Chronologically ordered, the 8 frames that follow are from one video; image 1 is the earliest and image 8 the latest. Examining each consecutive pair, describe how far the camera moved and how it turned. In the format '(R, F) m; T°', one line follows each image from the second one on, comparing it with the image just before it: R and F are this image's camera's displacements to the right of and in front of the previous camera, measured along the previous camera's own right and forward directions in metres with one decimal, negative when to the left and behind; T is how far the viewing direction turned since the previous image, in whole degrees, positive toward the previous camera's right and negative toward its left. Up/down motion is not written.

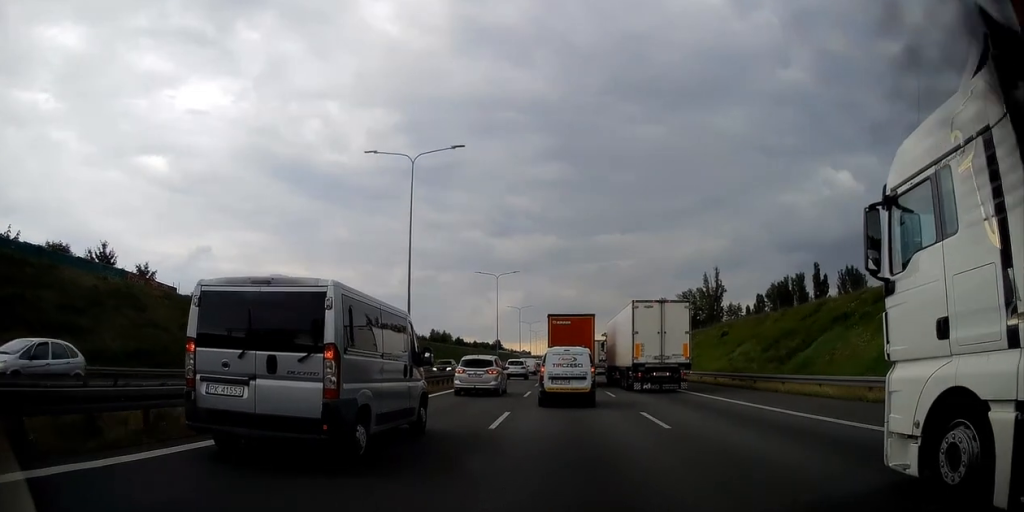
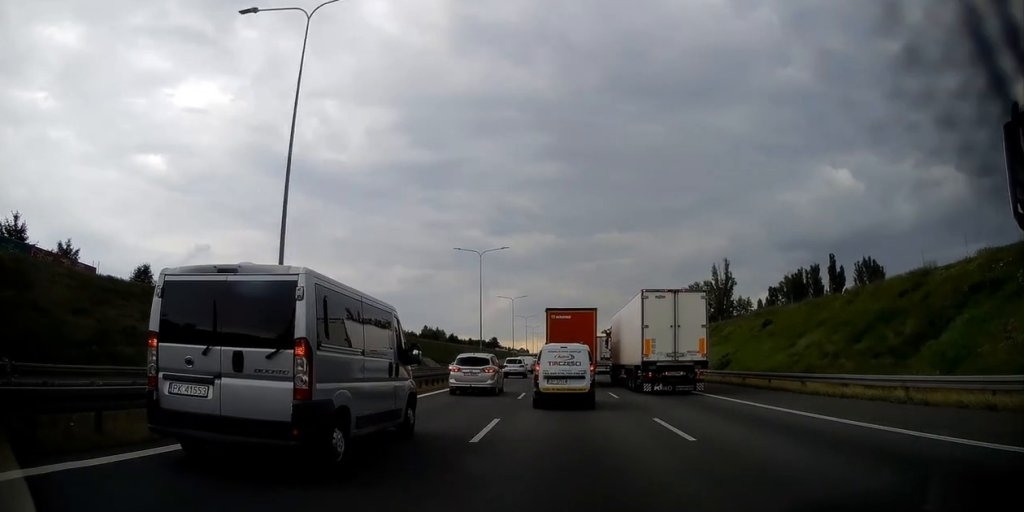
(+0.3, +15.1) m; +1°
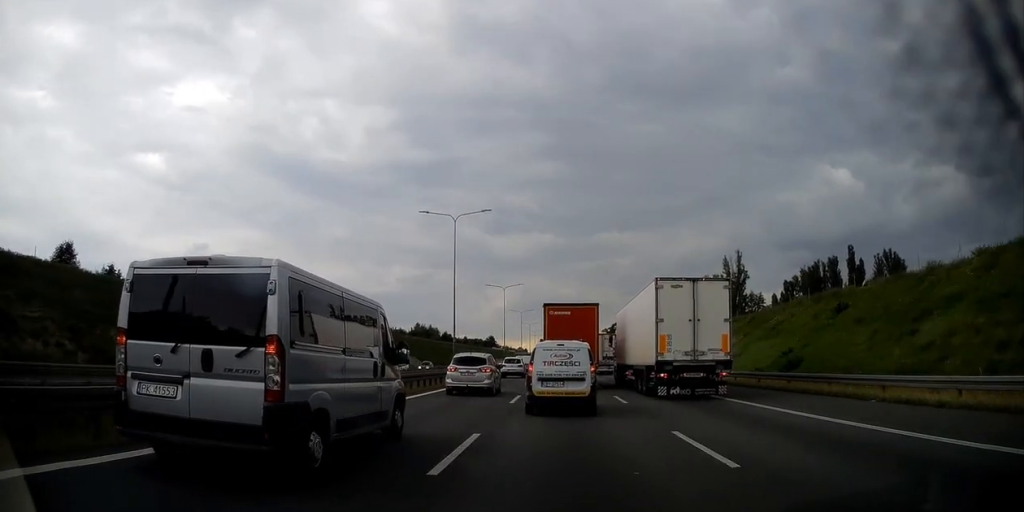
(-0.2, +16.7) m; -1°
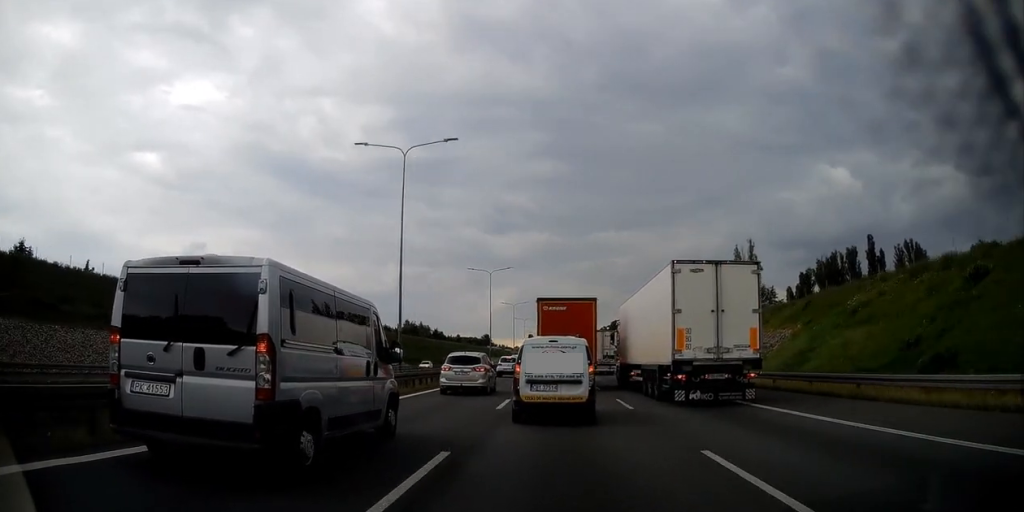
(+0.1, +14.4) m; 0°
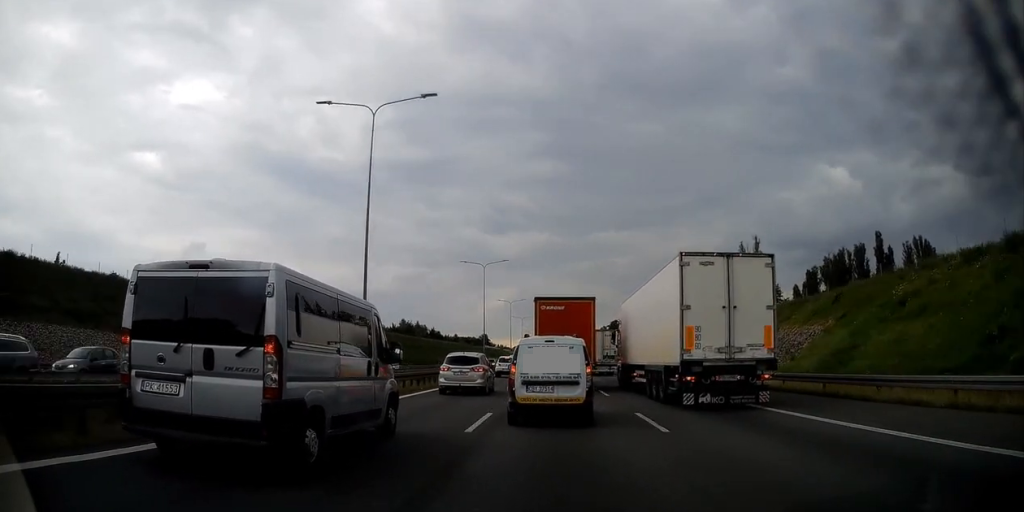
(+0.1, +5.4) m; -1°
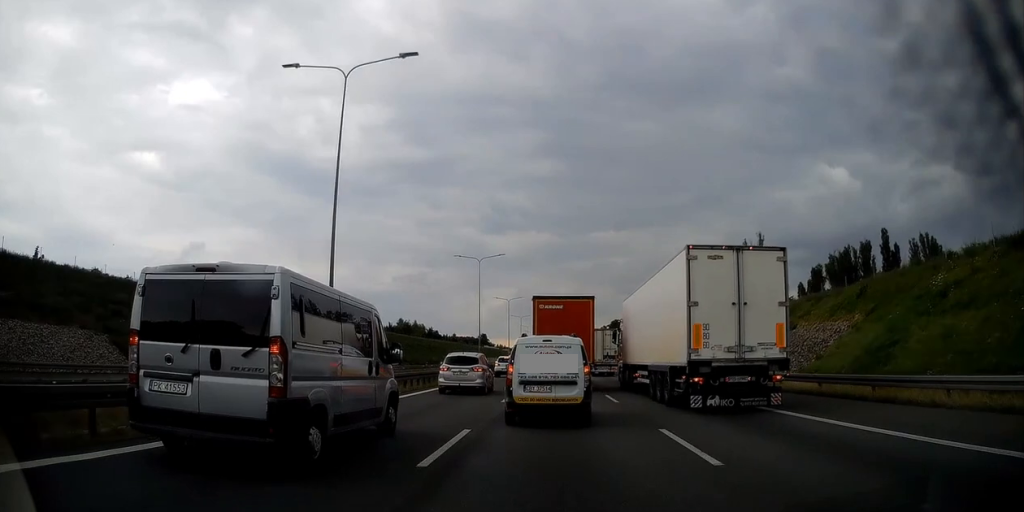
(-0.1, +3.9) m; -1°
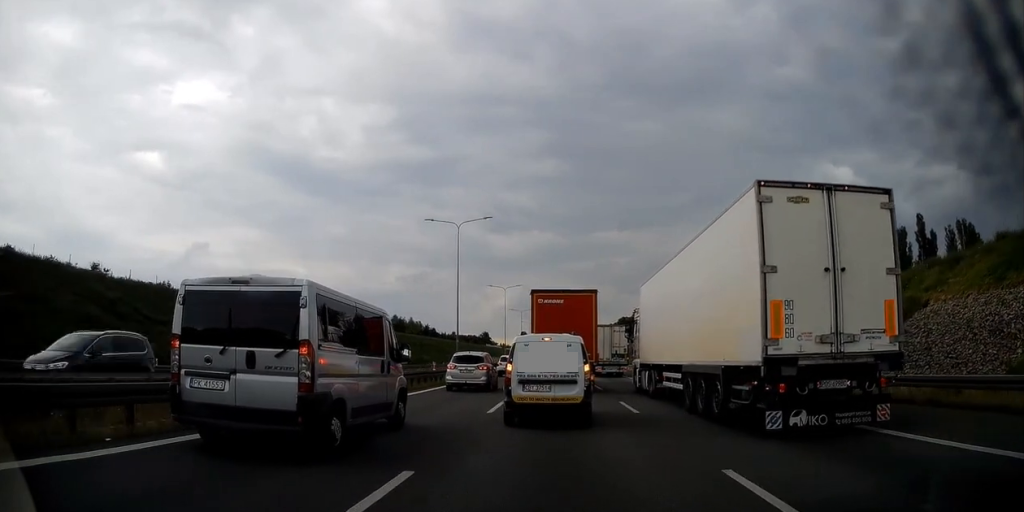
(-0.1, +18.9) m; +2°
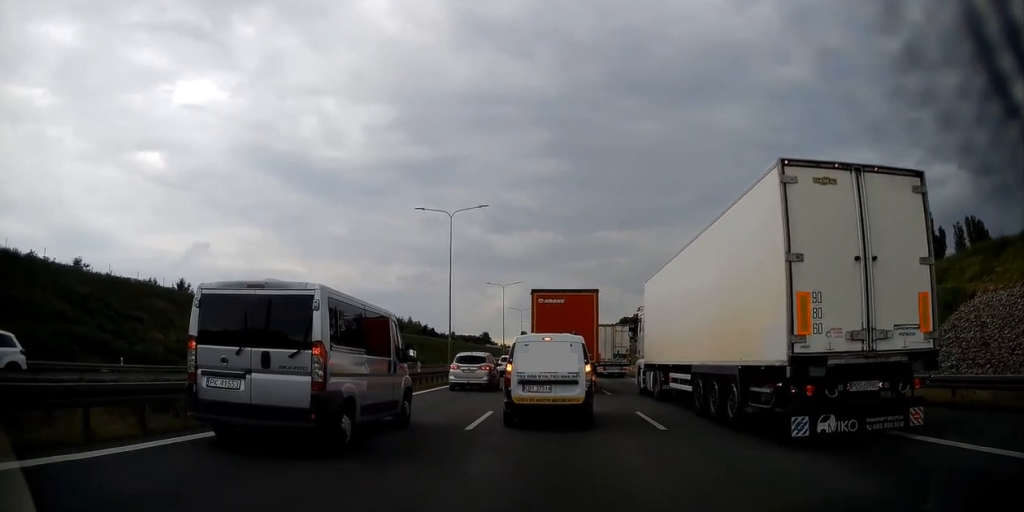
(+0.3, +4.3) m; -1°
